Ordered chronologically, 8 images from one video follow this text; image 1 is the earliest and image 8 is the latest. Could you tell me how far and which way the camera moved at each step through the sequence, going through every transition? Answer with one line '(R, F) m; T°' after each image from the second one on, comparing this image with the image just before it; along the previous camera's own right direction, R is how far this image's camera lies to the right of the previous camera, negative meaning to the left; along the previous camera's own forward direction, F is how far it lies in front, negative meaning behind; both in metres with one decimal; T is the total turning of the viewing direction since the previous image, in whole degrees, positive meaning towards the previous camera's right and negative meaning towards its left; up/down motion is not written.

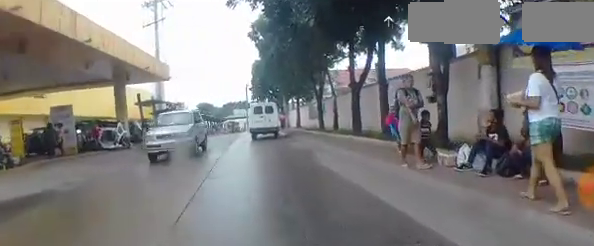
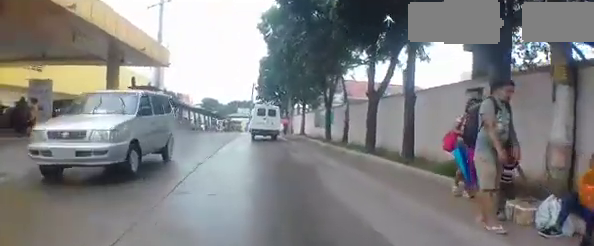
(+0.1, +2.1) m; +1°
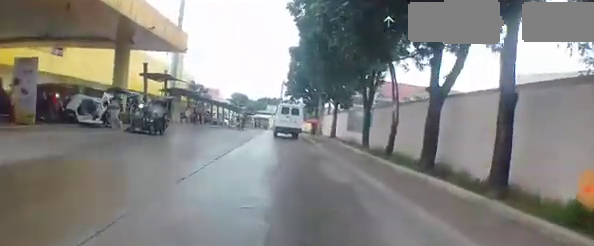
(0.0, +3.0) m; +2°
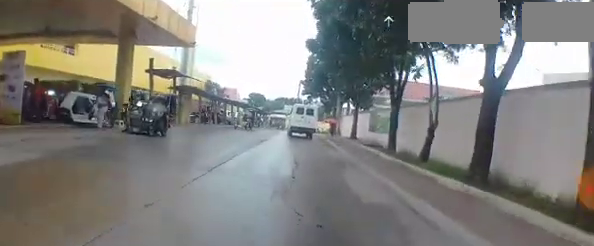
(+0.1, +1.8) m; +1°
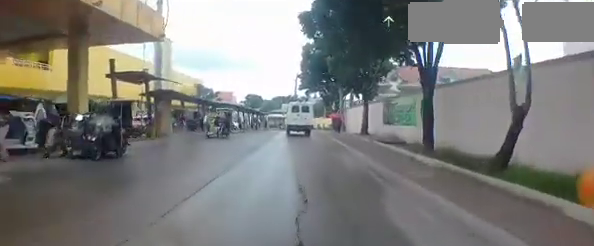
(+0.1, +3.5) m; +1°
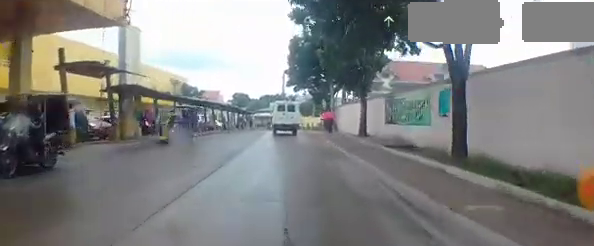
(0.0, +2.9) m; -2°
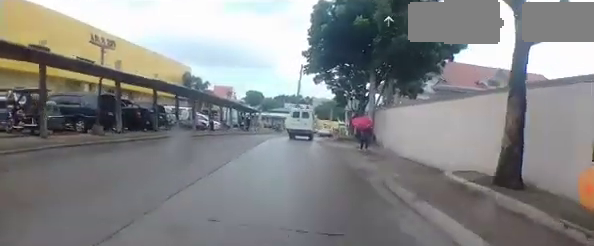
(-0.6, +11.3) m; -4°
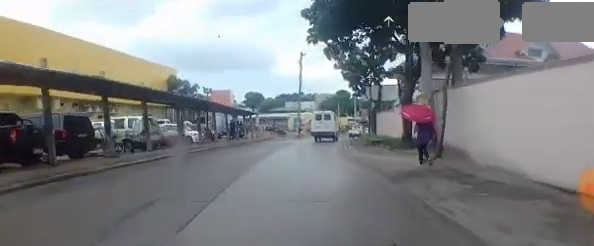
(0.0, +8.0) m; 0°
